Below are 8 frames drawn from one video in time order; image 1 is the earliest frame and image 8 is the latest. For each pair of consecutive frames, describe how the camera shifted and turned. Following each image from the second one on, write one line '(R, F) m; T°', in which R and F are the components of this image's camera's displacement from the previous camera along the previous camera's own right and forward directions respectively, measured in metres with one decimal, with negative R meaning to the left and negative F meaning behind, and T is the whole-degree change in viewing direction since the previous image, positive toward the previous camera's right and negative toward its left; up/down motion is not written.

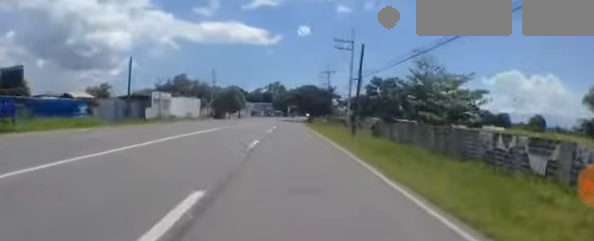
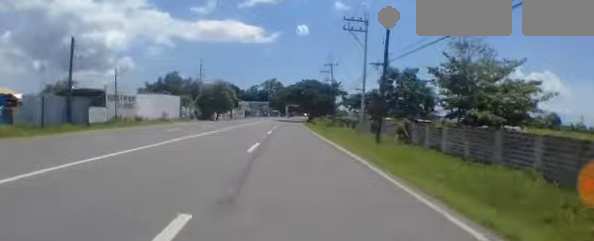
(-0.1, +9.3) m; -1°
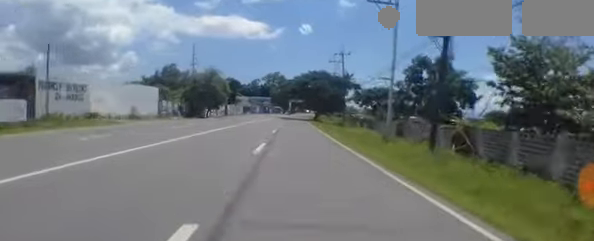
(-0.3, +10.0) m; 0°
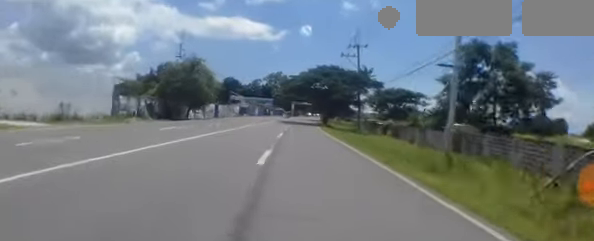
(+0.2, +10.0) m; +1°
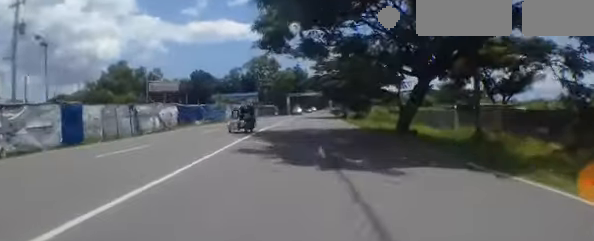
(+0.9, +35.0) m; +3°
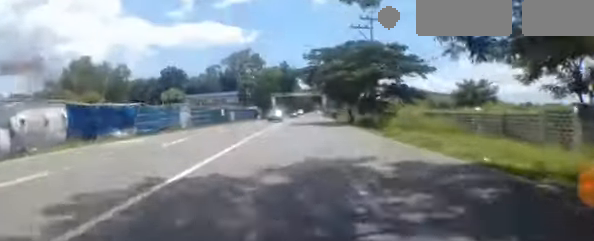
(+0.1, +13.6) m; +2°
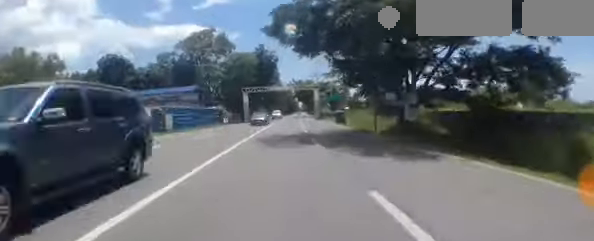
(+0.8, +19.9) m; +4°
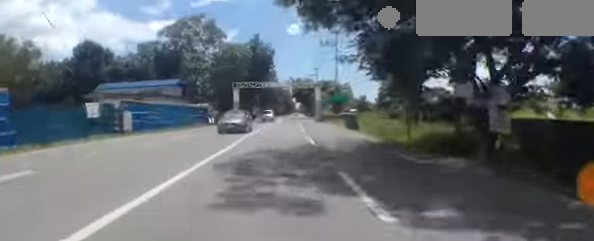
(+0.1, +7.2) m; +1°
